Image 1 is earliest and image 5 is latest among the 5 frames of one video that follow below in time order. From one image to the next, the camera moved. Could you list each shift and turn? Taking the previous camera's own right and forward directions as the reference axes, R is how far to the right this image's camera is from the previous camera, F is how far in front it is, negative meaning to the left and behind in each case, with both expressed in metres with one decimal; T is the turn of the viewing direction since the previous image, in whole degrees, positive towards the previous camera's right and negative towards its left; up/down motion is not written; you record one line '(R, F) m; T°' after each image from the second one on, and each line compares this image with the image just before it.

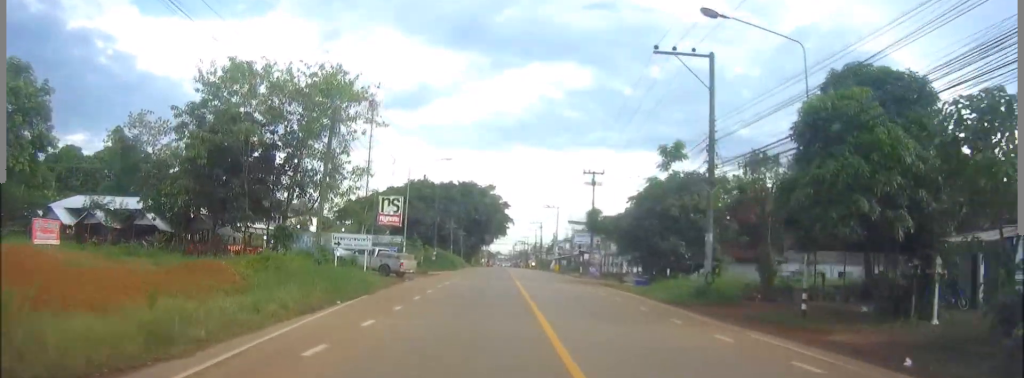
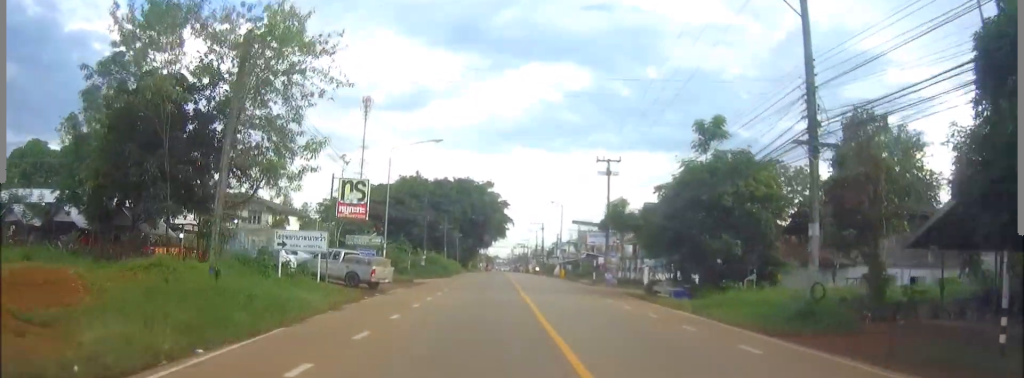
(0.0, +9.2) m; 0°
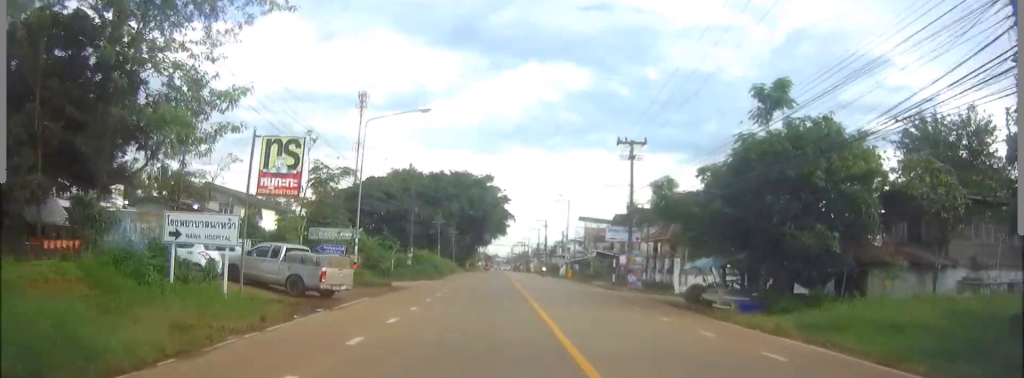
(+0.1, +9.8) m; 0°
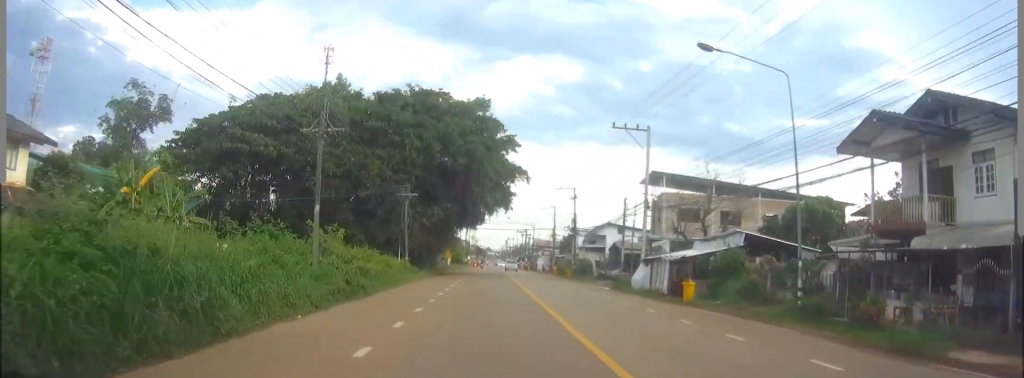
(+0.1, +50.6) m; 0°
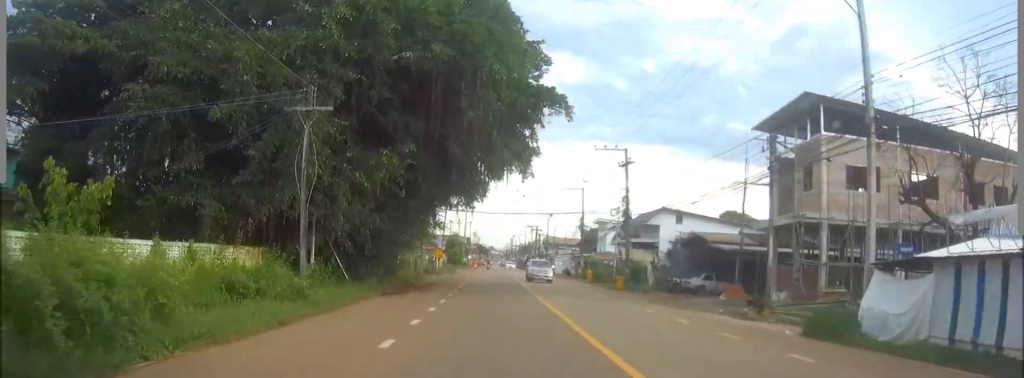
(-0.1, +27.5) m; 0°
